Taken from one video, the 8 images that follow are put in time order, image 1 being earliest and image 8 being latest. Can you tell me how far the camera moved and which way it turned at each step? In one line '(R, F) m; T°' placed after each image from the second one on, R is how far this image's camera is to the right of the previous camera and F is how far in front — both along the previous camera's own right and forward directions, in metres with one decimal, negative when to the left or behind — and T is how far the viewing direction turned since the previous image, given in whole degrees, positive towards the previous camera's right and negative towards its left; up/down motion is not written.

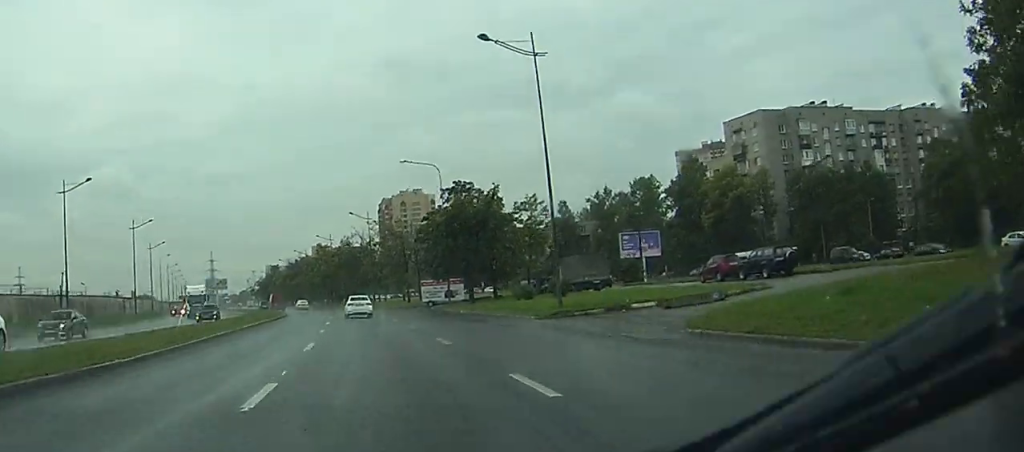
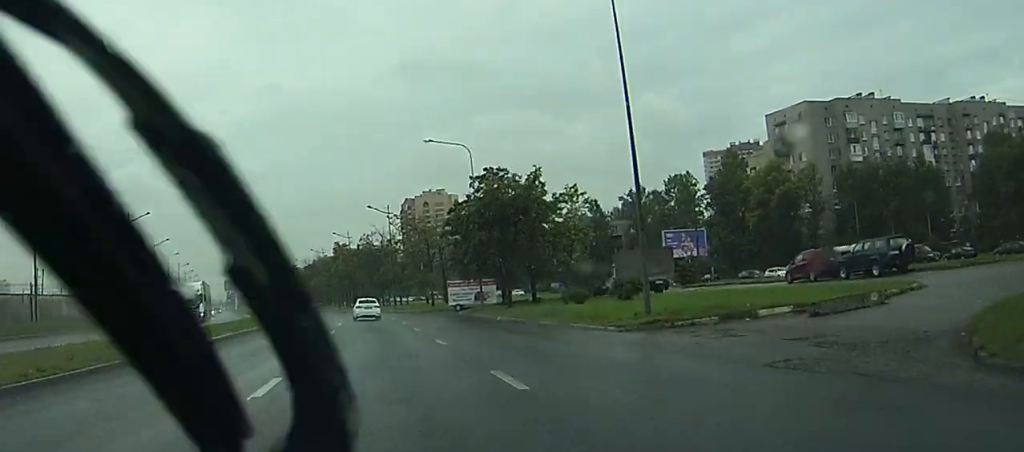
(-0.1, +10.5) m; +4°
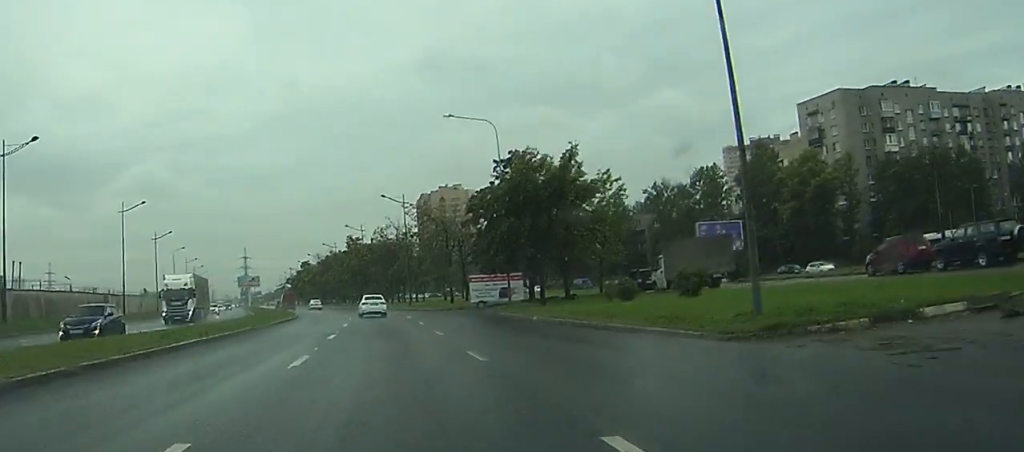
(-0.6, +7.4) m; +3°
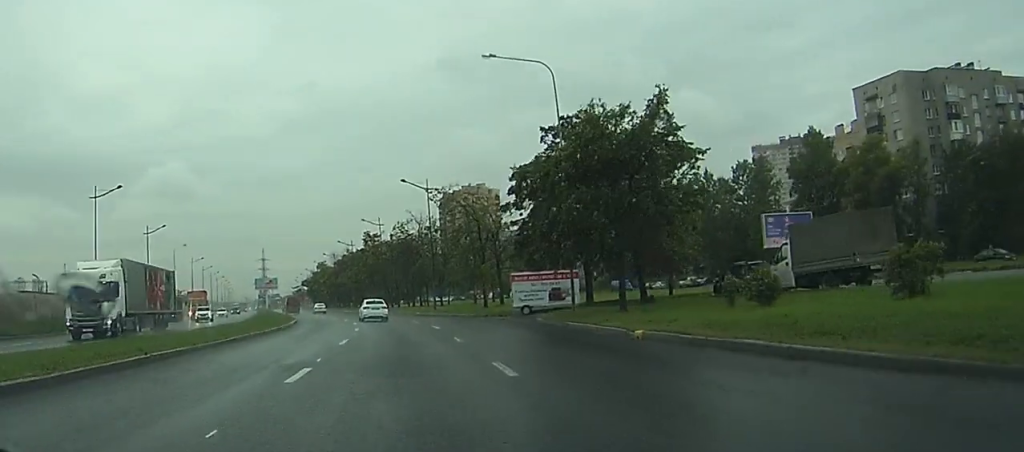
(+1.8, +14.1) m; -8°
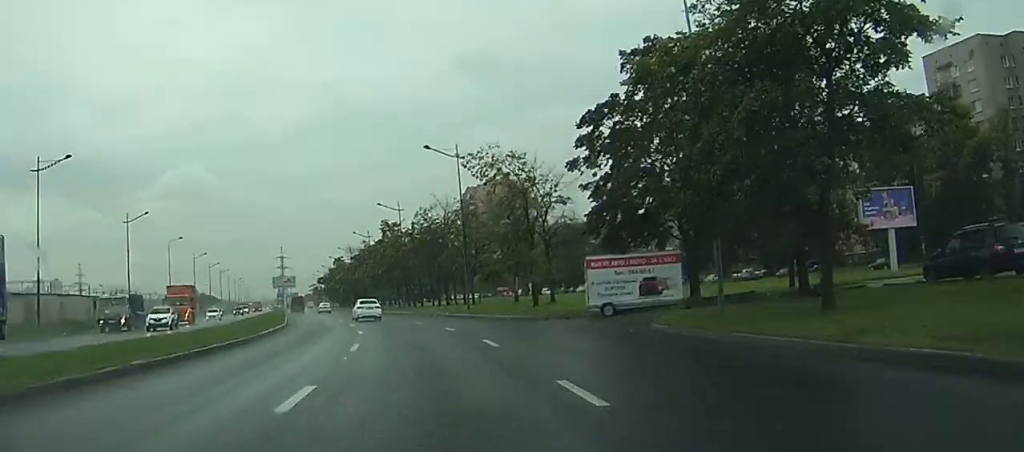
(-2.9, +15.7) m; -10°
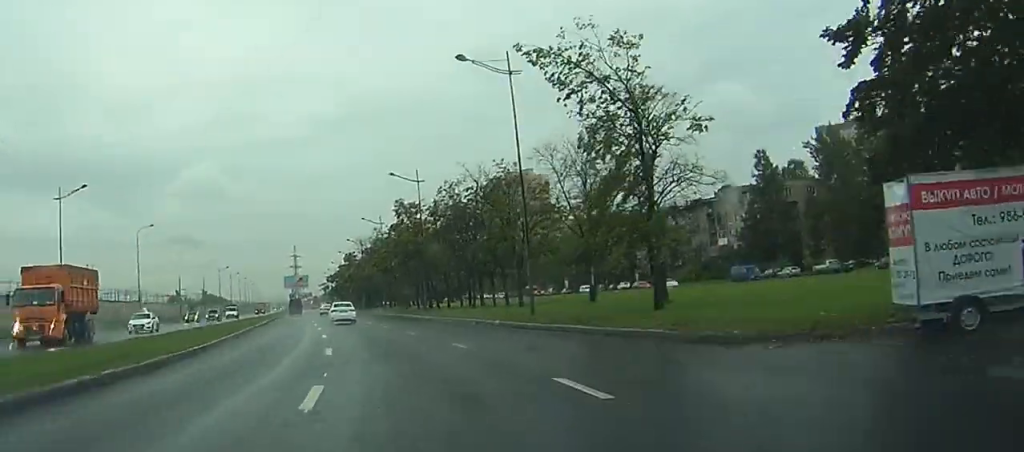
(-0.3, +23.5) m; +3°
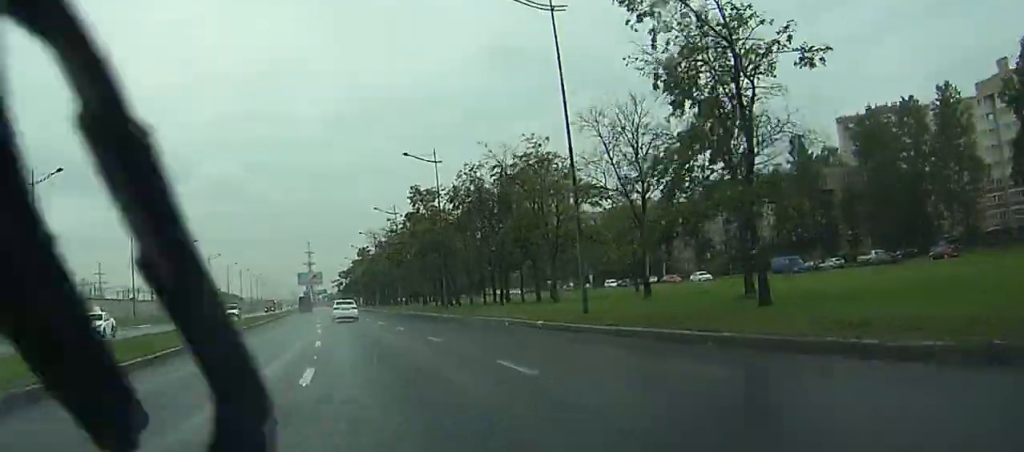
(0.0, +8.3) m; 0°
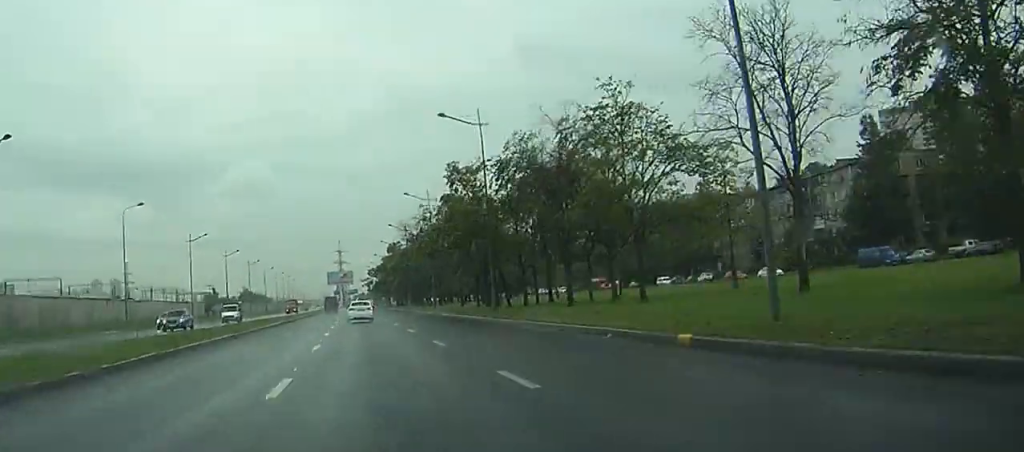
(0.0, +13.7) m; -1°
